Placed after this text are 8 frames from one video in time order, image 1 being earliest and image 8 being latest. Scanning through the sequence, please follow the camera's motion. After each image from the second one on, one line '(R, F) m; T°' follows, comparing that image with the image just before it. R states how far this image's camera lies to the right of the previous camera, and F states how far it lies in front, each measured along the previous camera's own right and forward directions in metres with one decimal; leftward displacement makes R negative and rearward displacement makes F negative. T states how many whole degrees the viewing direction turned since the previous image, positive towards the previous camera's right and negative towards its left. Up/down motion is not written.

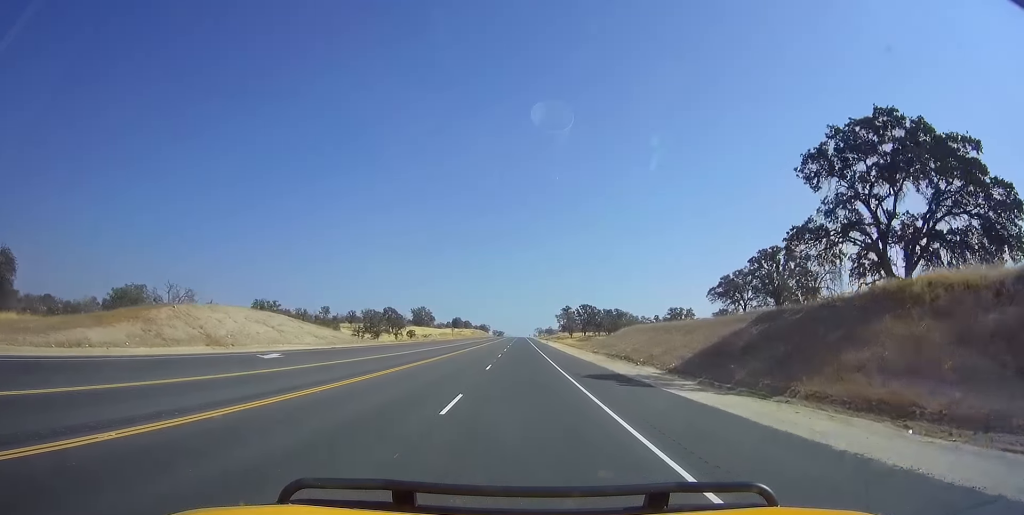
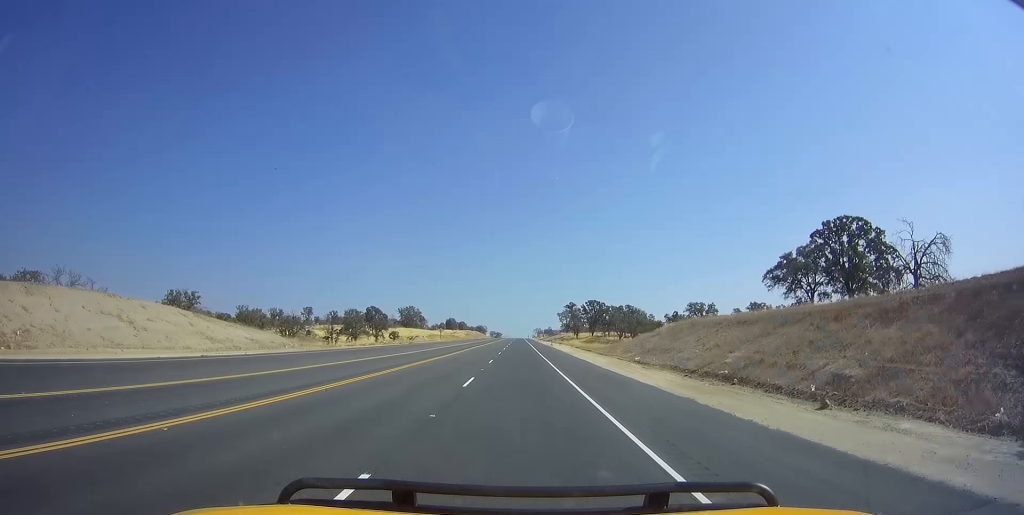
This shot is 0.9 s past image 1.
(+0.2, +23.1) m; 0°
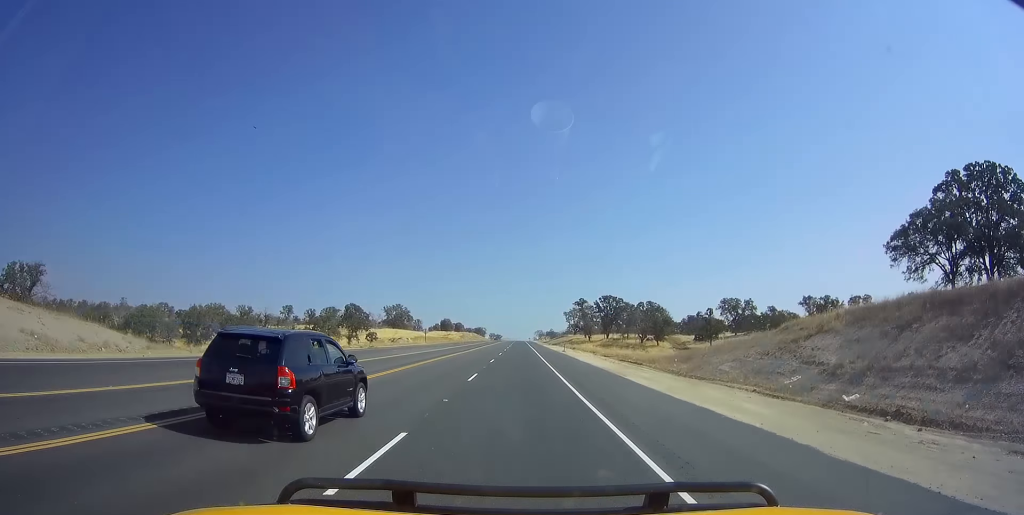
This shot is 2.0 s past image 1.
(-0.3, +26.3) m; 0°
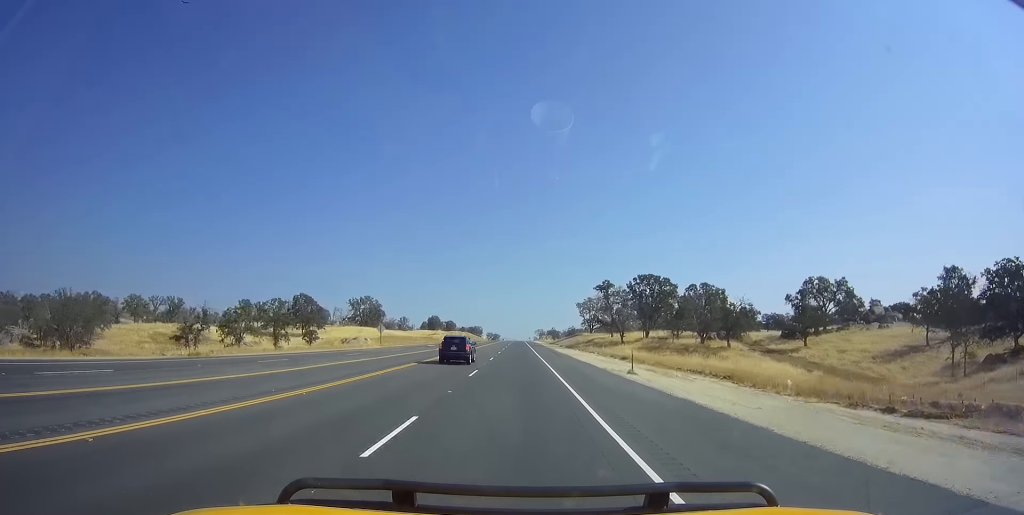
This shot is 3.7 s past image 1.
(-0.1, +41.9) m; 0°
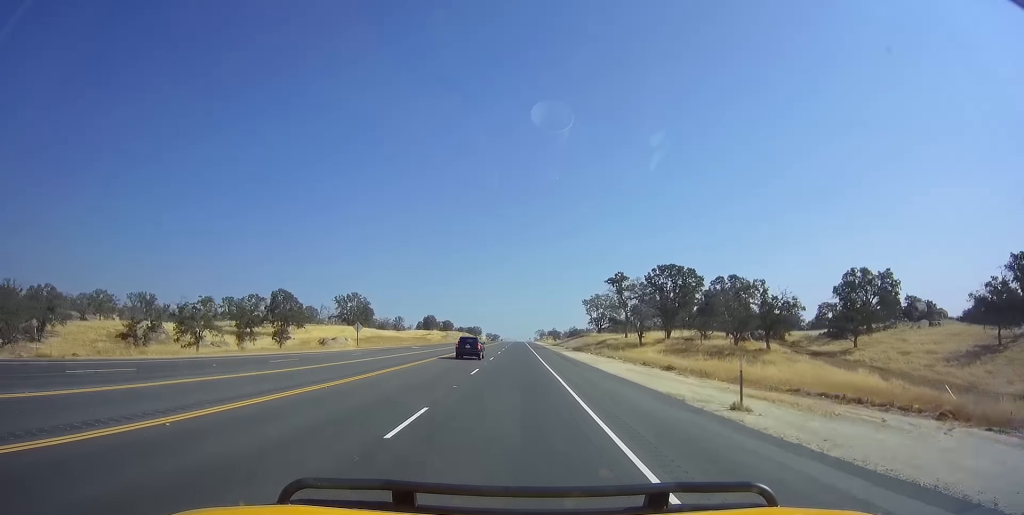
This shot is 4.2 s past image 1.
(+0.4, +13.2) m; 0°
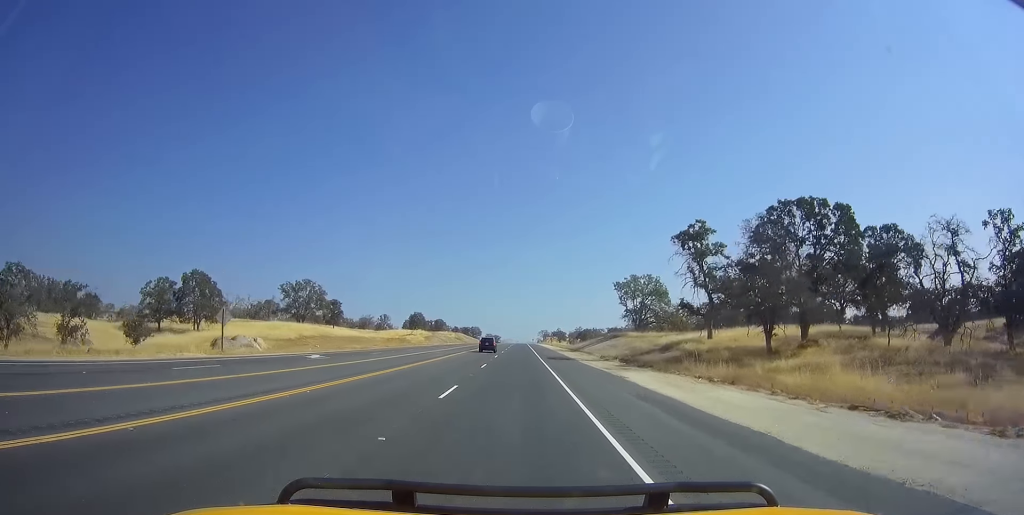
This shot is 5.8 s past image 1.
(-0.5, +37.9) m; 0°
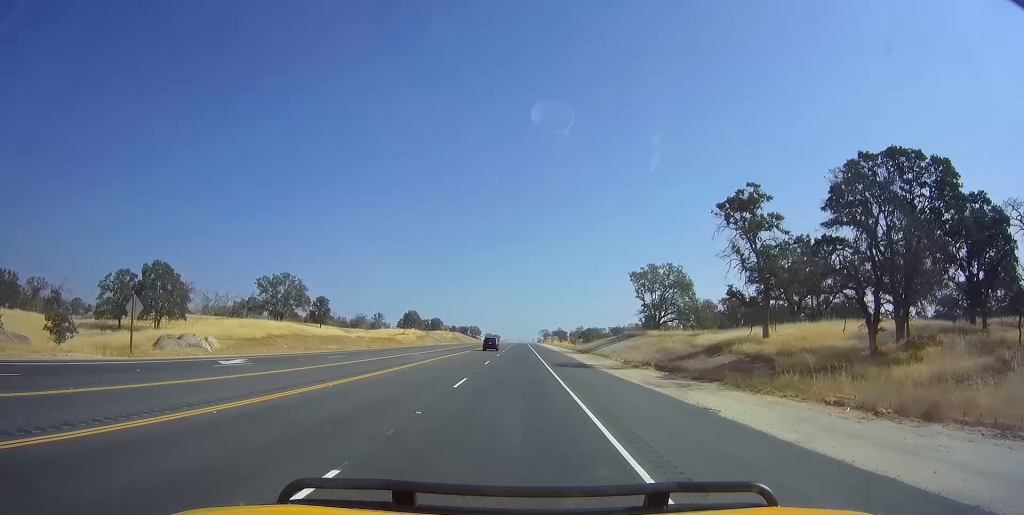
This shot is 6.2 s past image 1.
(+0.4, +11.5) m; 0°
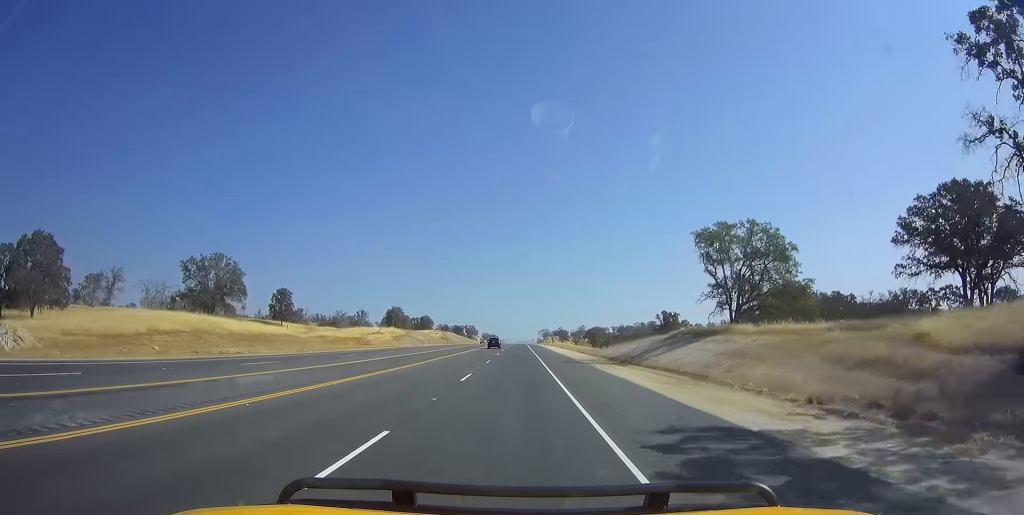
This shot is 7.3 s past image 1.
(-0.1, +26.2) m; 0°
